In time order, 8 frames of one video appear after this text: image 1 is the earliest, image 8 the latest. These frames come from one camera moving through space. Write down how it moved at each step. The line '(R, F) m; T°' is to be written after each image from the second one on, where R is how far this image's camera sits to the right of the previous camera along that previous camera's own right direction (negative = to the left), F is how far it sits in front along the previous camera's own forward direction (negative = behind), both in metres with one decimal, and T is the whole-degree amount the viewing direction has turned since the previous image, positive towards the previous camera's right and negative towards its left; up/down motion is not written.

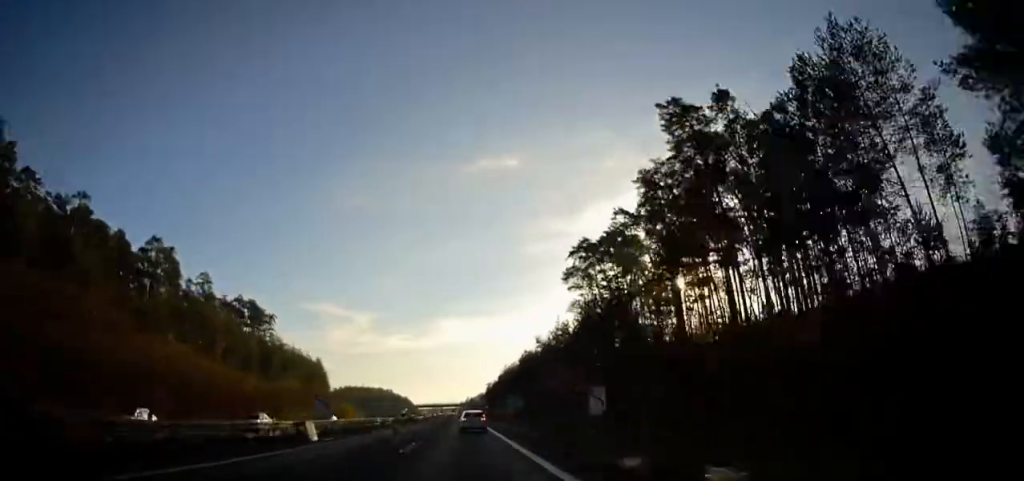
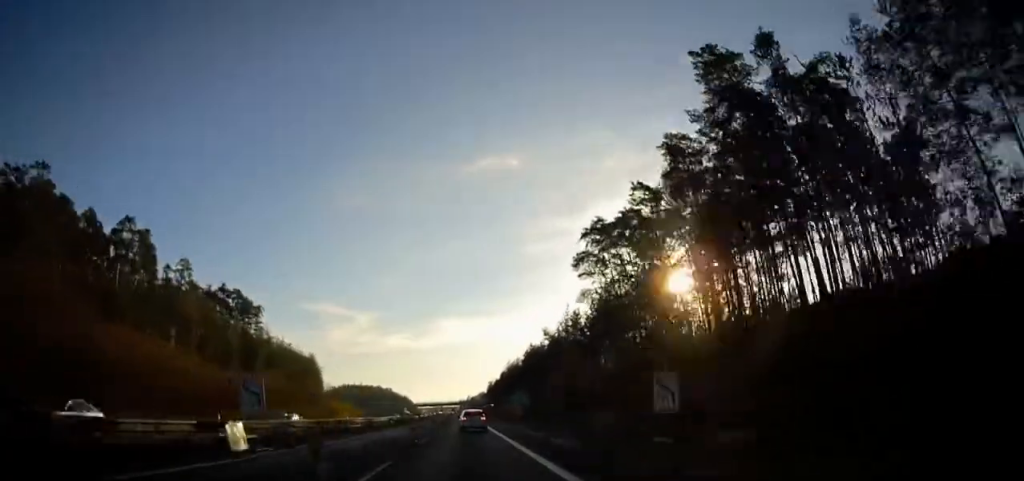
(-0.1, +10.1) m; 0°
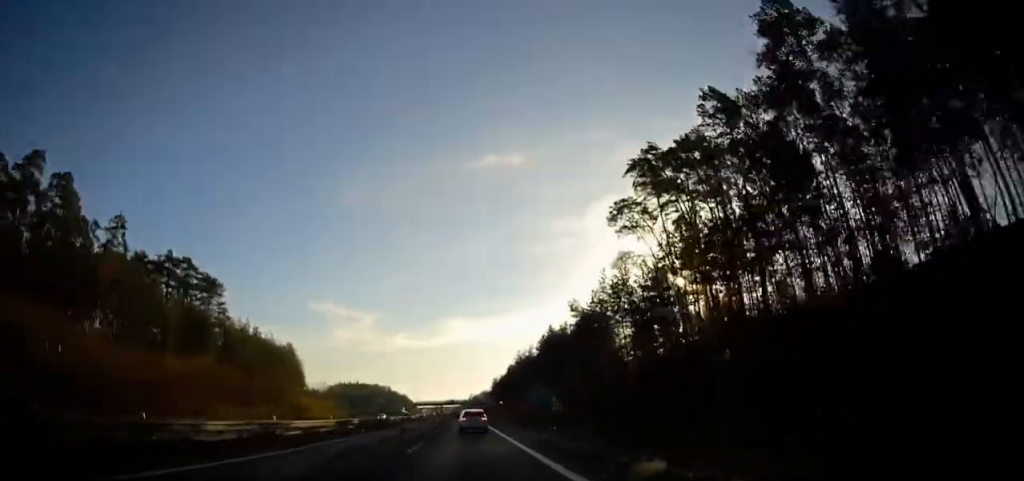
(+0.1, +26.1) m; 0°
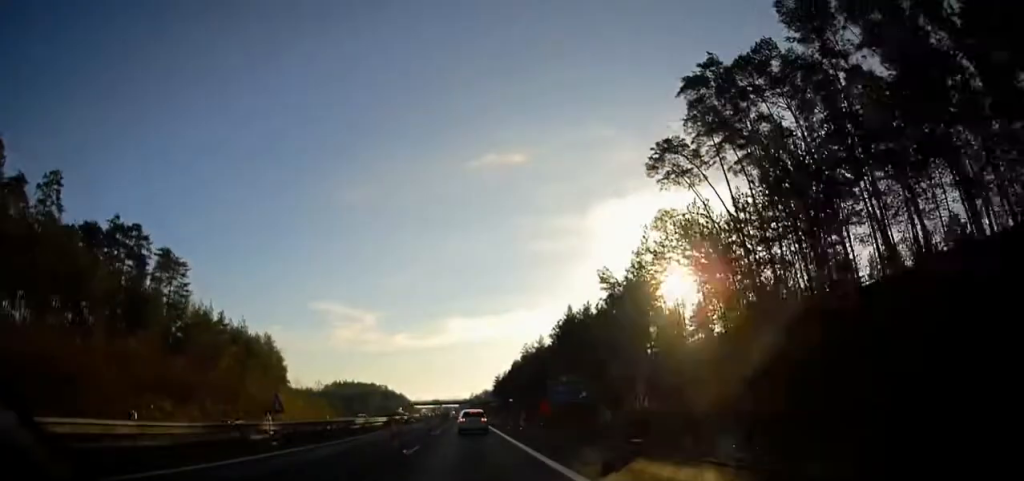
(0.0, +19.0) m; 0°
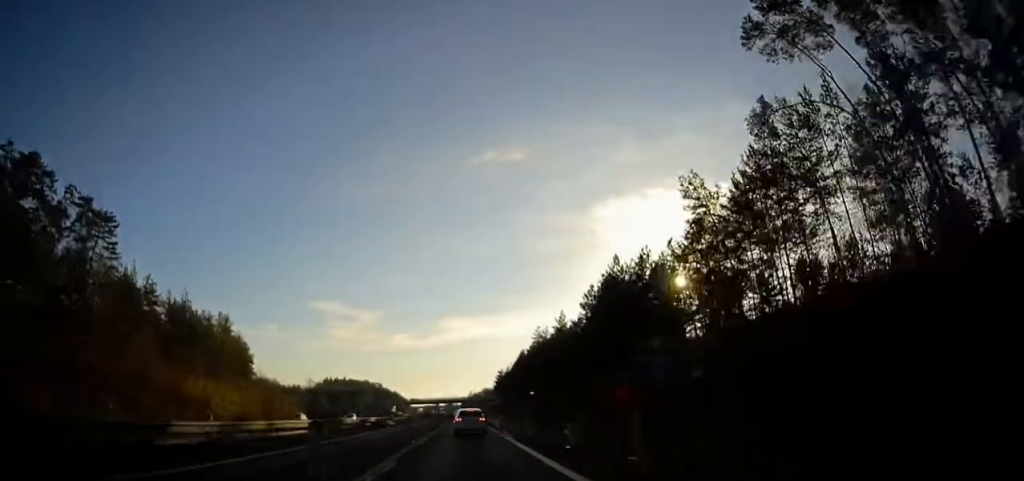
(0.0, +27.3) m; 0°
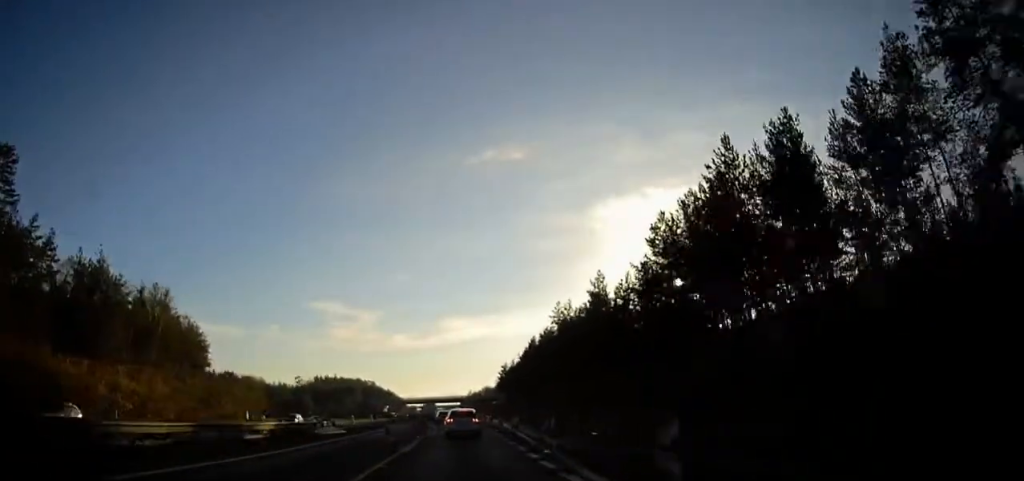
(-0.1, +27.2) m; 0°
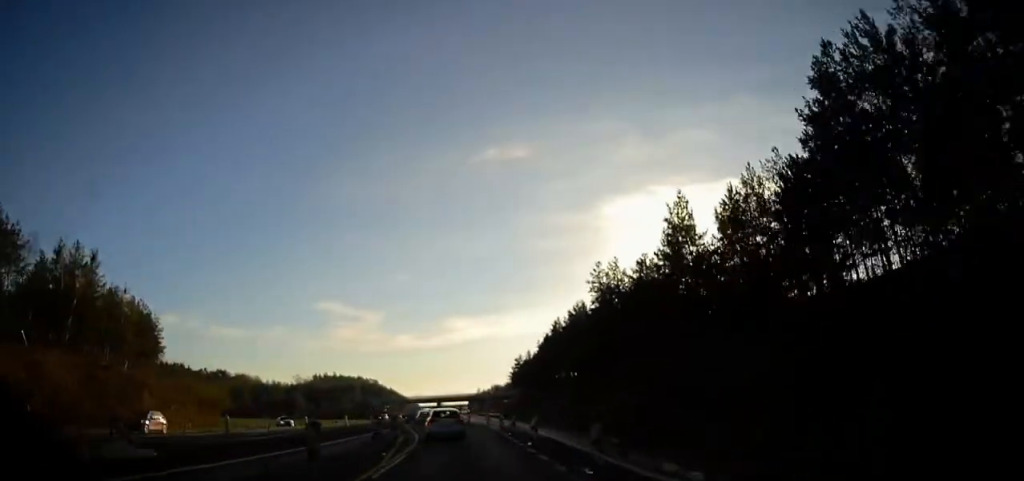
(-0.1, +24.9) m; -2°
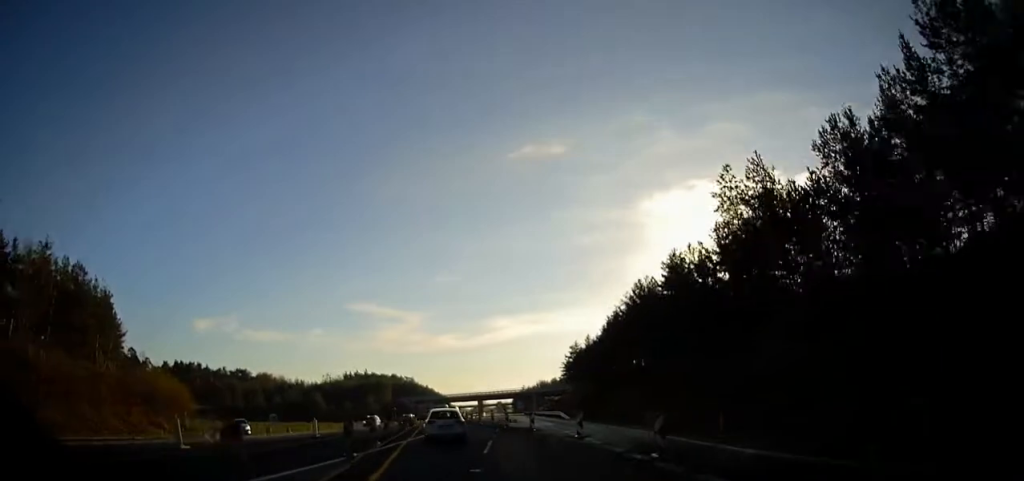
(-0.9, +28.5) m; -3°
